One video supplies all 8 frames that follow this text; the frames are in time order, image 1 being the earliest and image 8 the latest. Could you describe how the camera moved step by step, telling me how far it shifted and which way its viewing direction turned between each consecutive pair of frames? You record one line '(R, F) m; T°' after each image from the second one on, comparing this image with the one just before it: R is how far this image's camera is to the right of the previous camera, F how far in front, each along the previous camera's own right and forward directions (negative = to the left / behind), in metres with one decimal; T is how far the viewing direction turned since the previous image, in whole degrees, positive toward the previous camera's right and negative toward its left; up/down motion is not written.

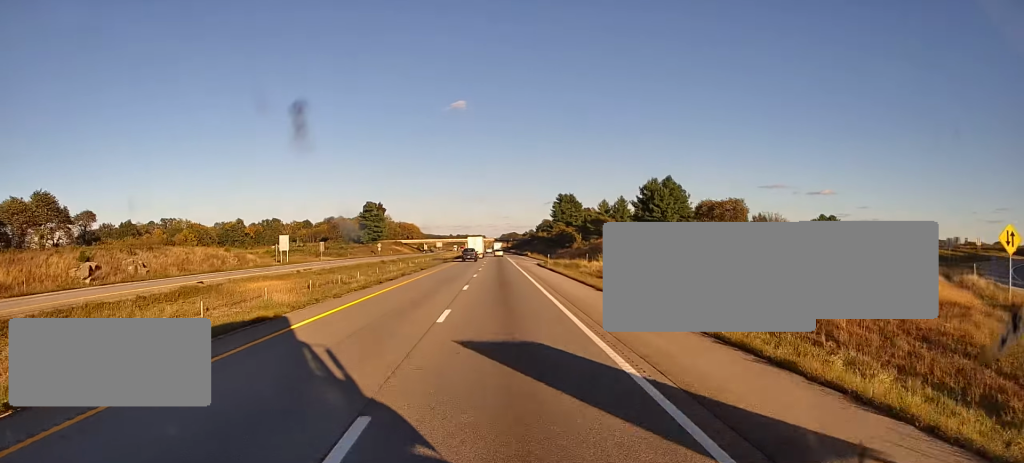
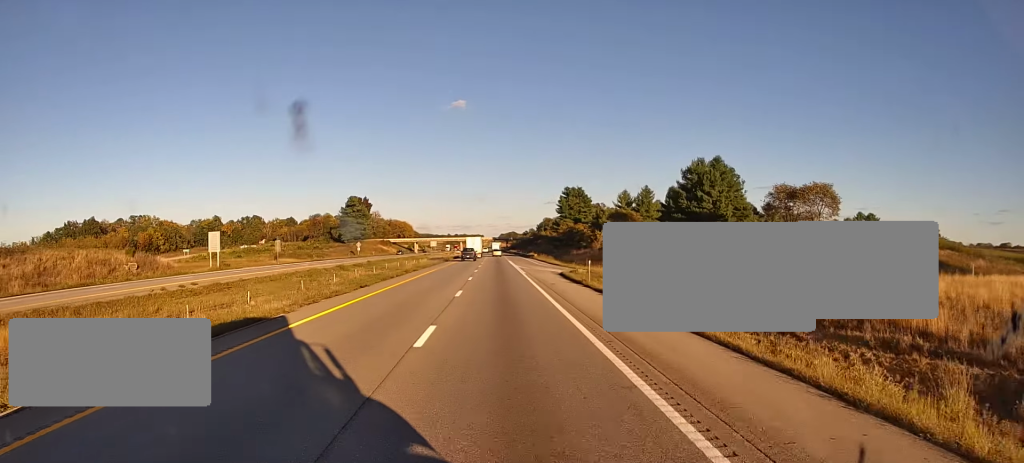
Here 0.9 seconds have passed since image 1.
(+0.2, +28.1) m; 0°
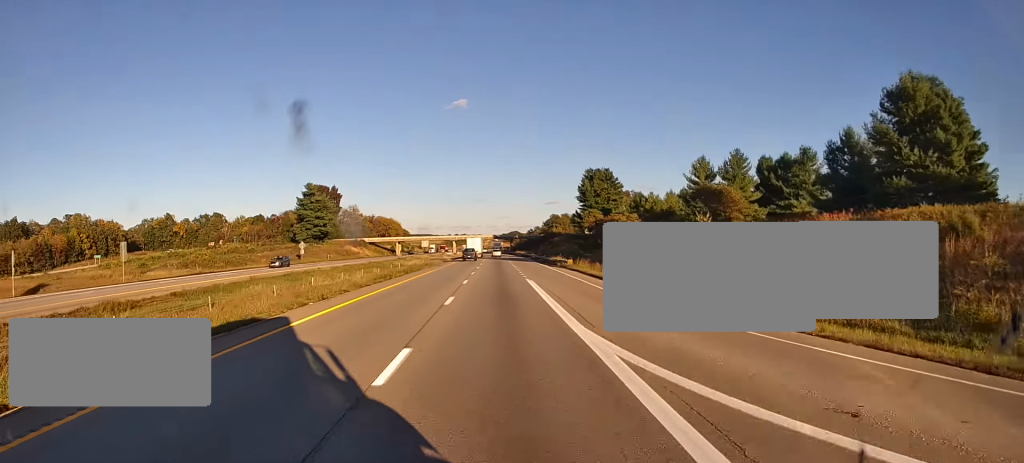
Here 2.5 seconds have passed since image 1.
(-0.4, +51.5) m; 0°
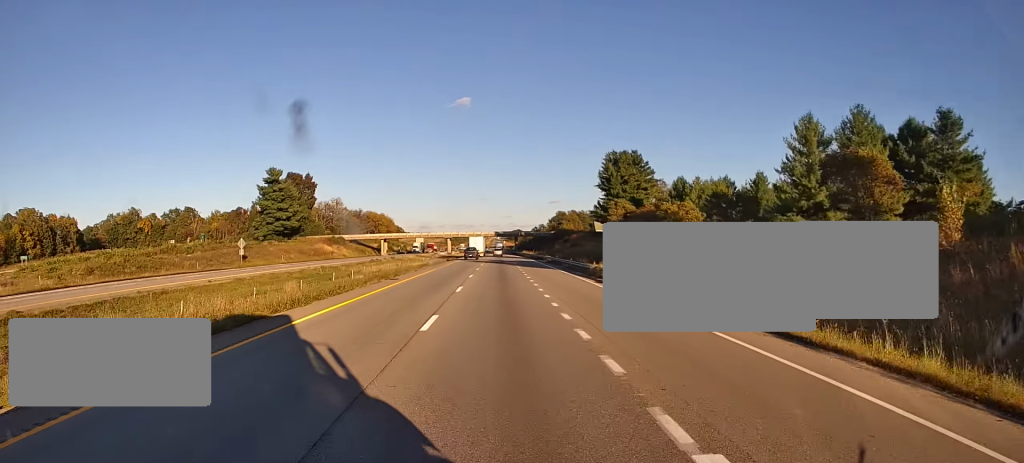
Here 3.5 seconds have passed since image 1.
(+0.1, +30.7) m; +1°
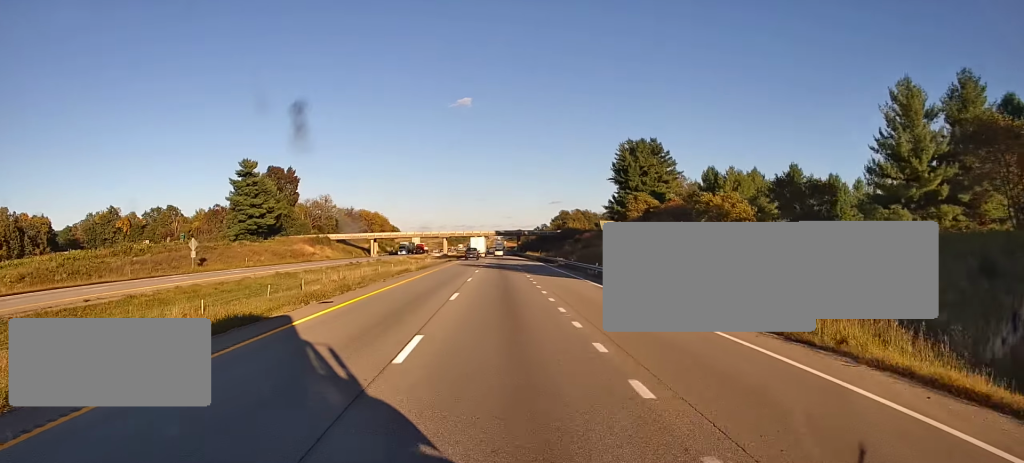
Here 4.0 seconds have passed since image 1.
(+0.2, +15.8) m; 0°
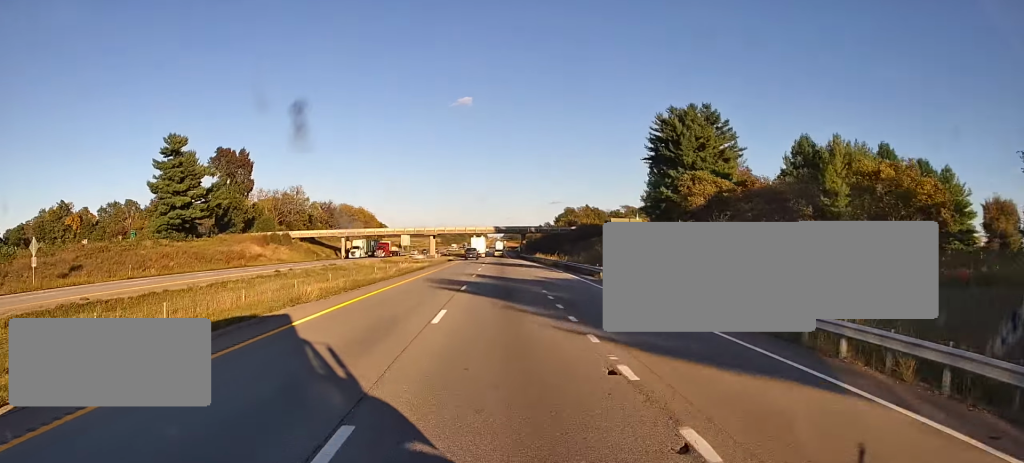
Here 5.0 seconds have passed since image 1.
(-0.3, +31.0) m; -1°
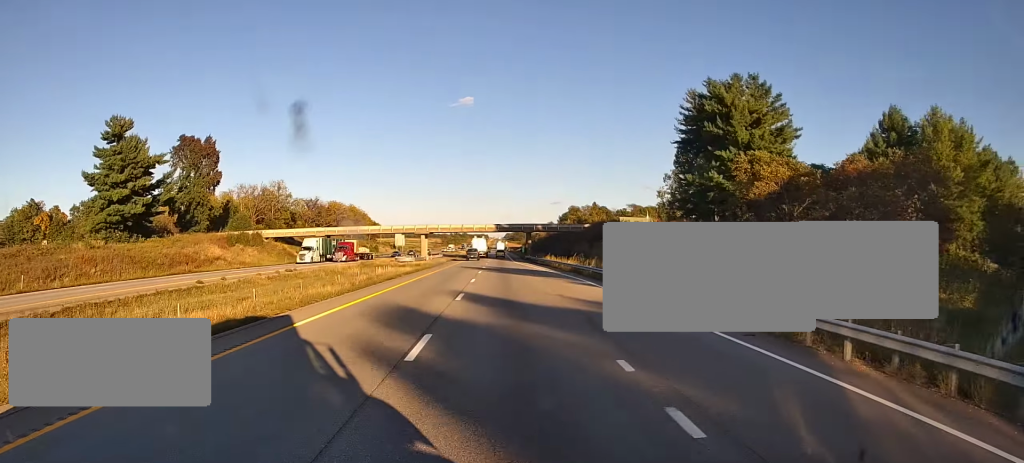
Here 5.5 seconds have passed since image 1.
(0.0, +17.1) m; 0°
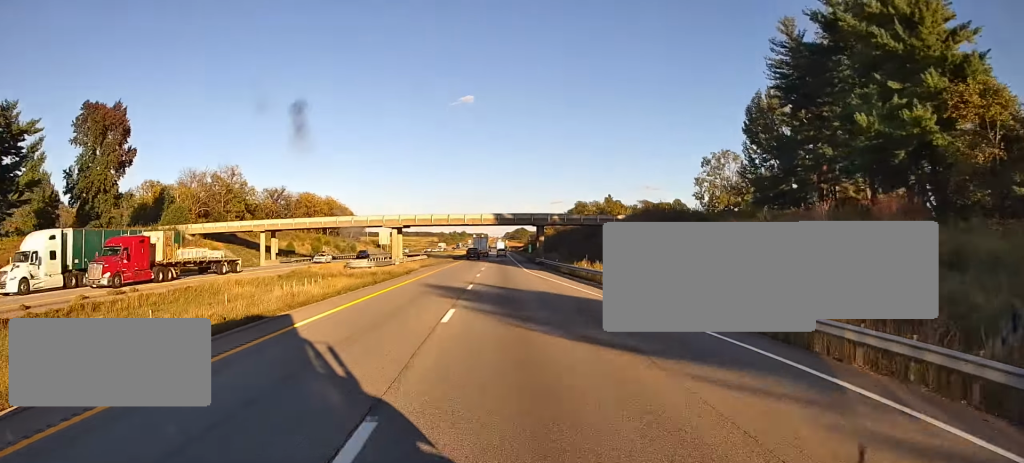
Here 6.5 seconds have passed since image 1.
(+0.2, +31.0) m; 0°
